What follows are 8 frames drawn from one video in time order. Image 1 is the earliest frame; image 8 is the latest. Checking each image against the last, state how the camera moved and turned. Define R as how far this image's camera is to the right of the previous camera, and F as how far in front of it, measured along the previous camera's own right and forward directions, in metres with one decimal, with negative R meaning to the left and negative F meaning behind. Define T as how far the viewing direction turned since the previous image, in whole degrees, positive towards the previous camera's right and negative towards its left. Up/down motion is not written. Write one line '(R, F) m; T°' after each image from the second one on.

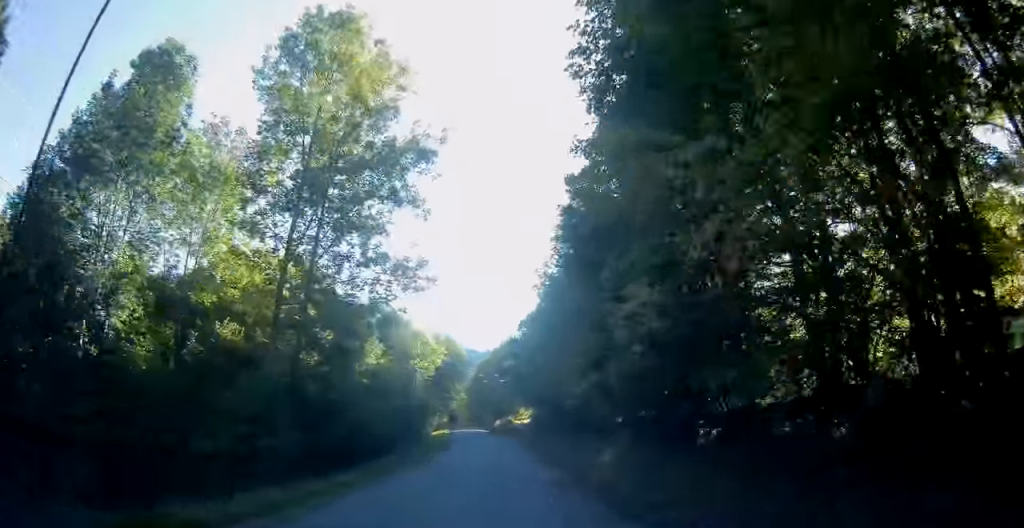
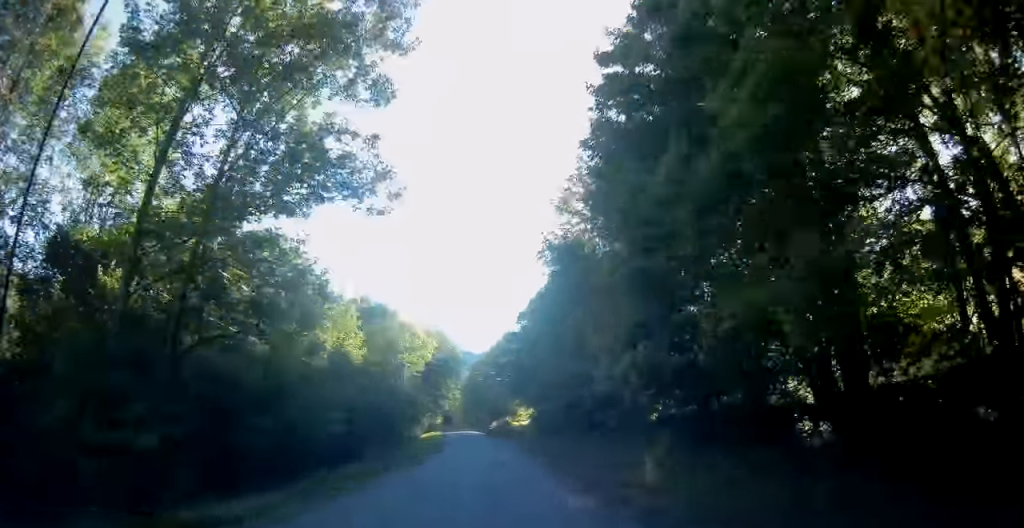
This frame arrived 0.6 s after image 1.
(-0.7, +8.4) m; -6°
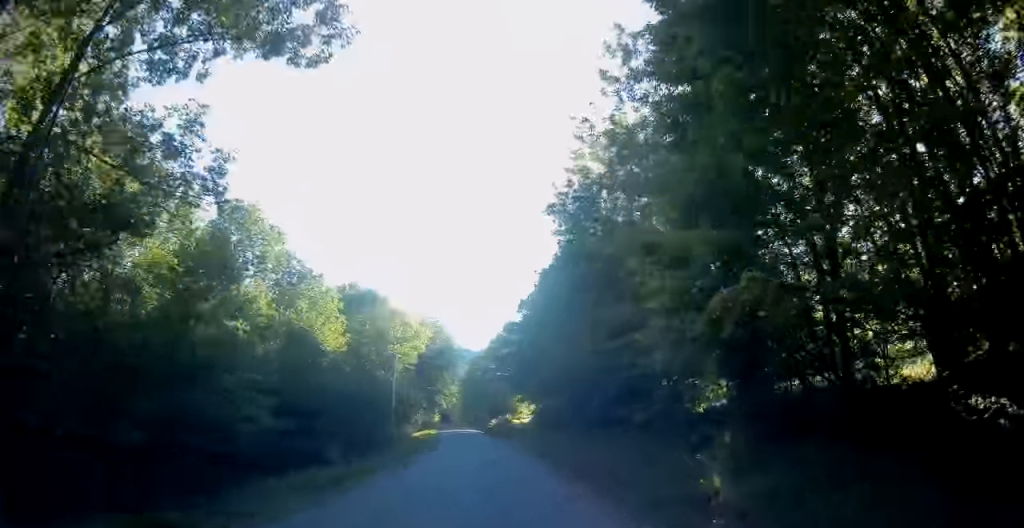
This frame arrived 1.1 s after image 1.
(-0.1, +6.8) m; -1°
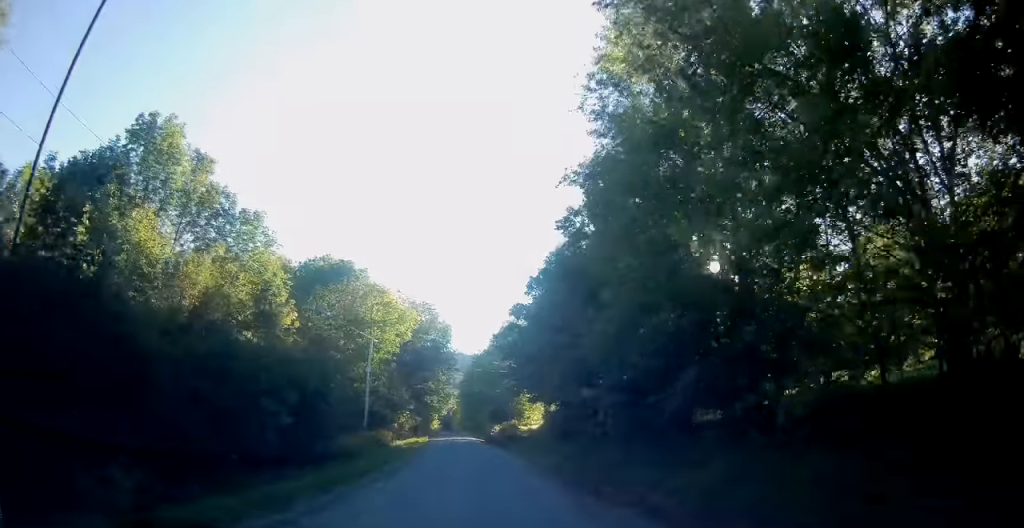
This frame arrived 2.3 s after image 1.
(-0.2, +15.6) m; -1°
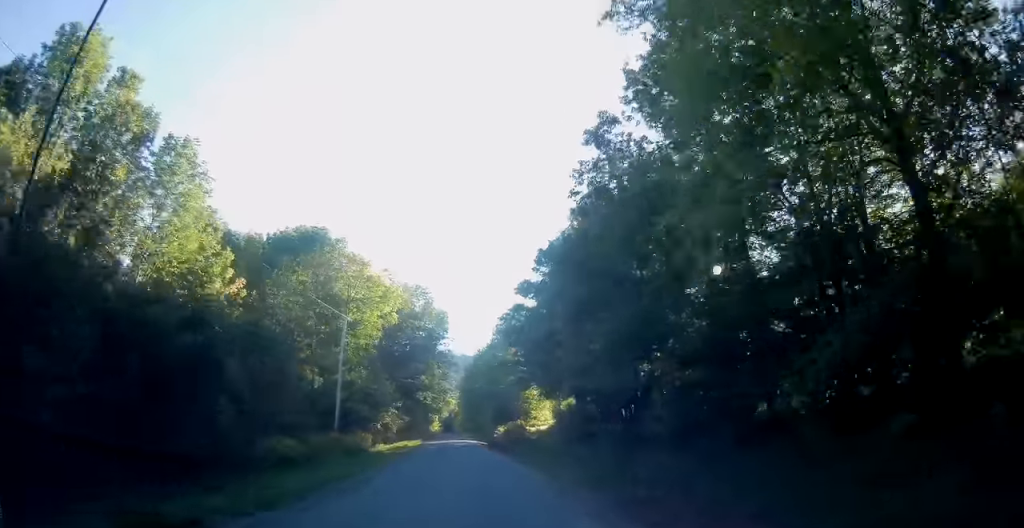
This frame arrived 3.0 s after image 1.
(0.0, +10.8) m; 0°
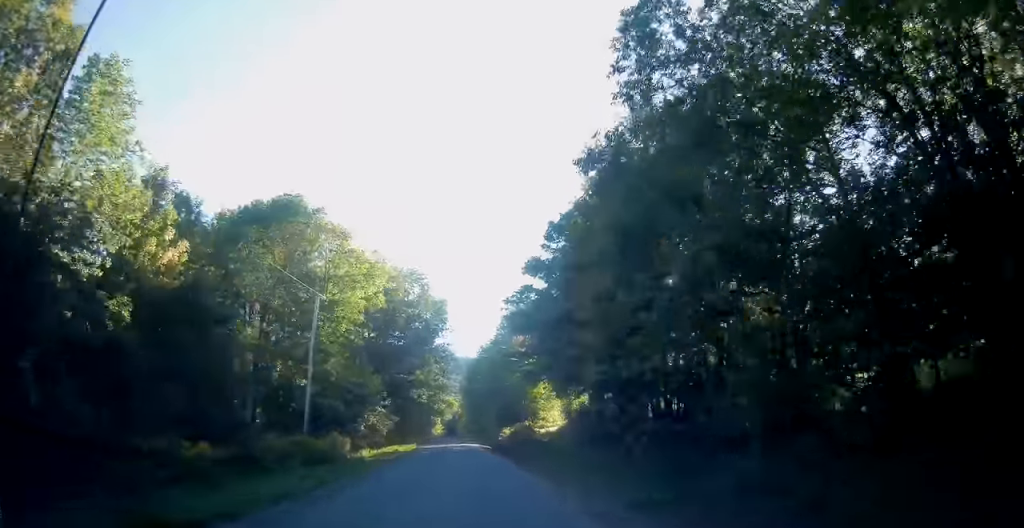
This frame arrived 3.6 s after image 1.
(0.0, +8.0) m; 0°
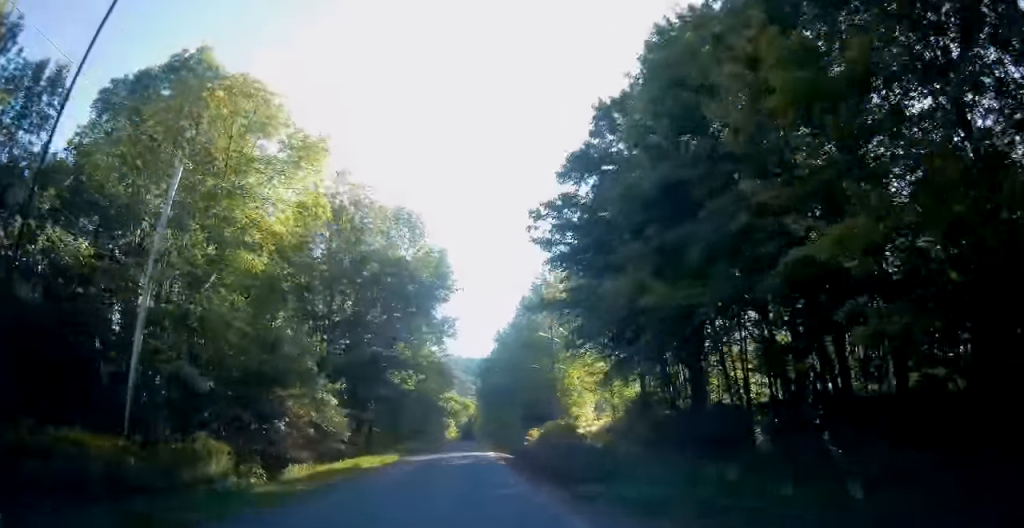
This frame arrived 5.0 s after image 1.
(0.0, +19.7) m; 0°
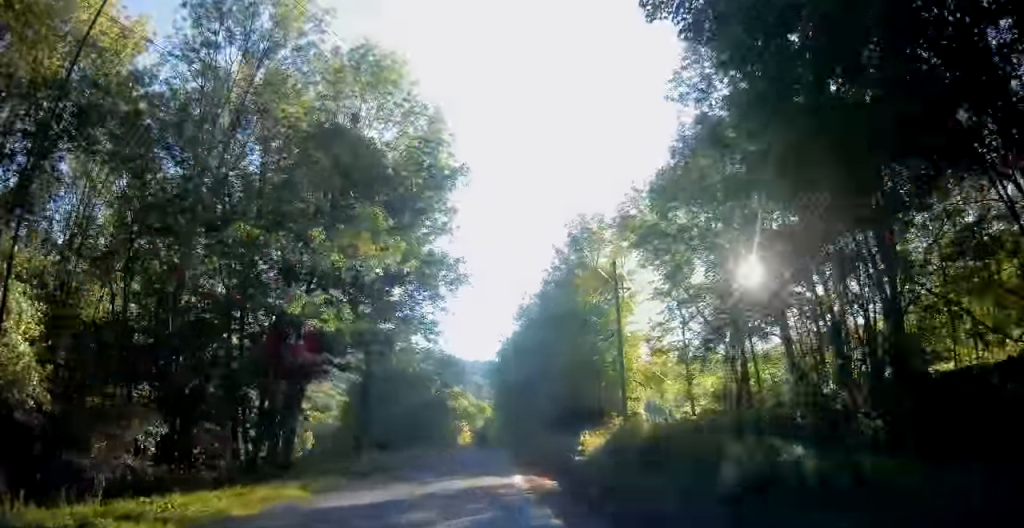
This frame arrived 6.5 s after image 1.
(0.0, +22.4) m; 0°
